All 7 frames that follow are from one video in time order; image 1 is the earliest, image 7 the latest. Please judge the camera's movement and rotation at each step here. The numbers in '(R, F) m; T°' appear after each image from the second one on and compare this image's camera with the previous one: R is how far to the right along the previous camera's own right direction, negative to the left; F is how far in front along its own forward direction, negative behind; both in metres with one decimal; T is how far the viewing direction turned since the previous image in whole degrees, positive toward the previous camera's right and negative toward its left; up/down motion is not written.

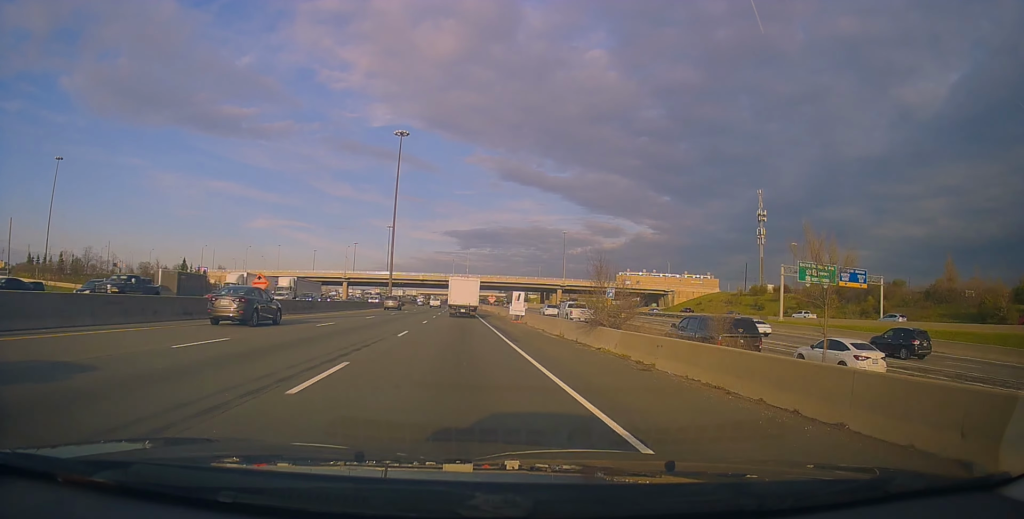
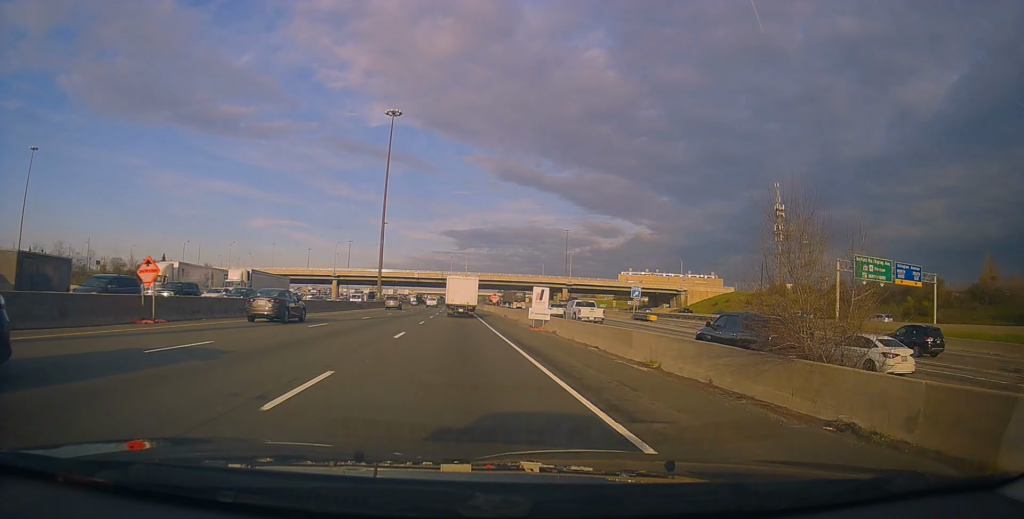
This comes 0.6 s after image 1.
(+0.1, +13.3) m; 0°
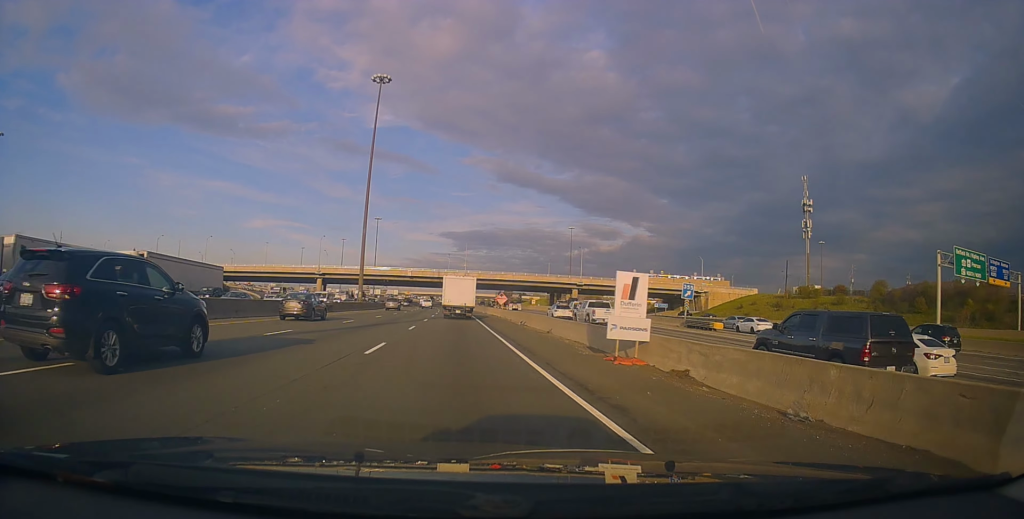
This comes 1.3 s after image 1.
(+0.1, +17.3) m; 0°
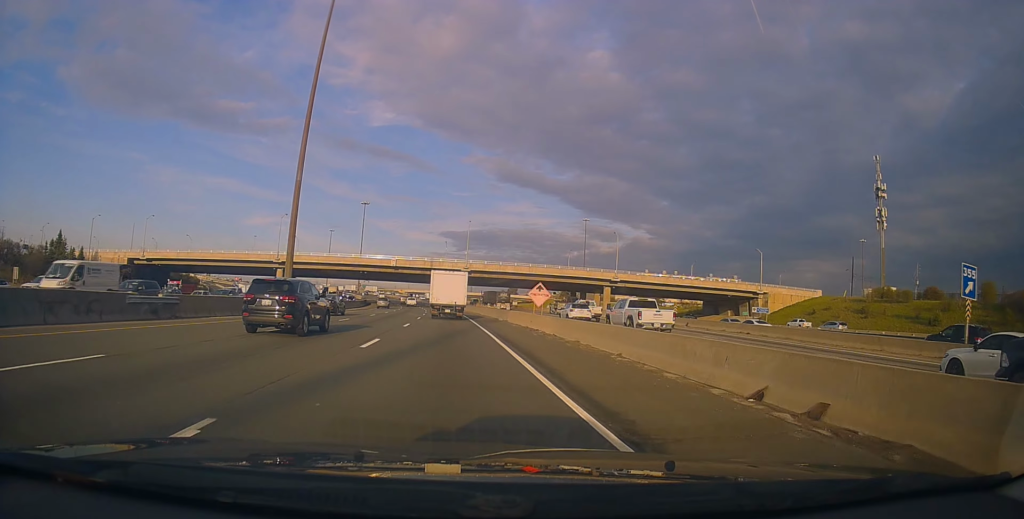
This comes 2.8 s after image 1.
(-0.5, +35.2) m; -1°
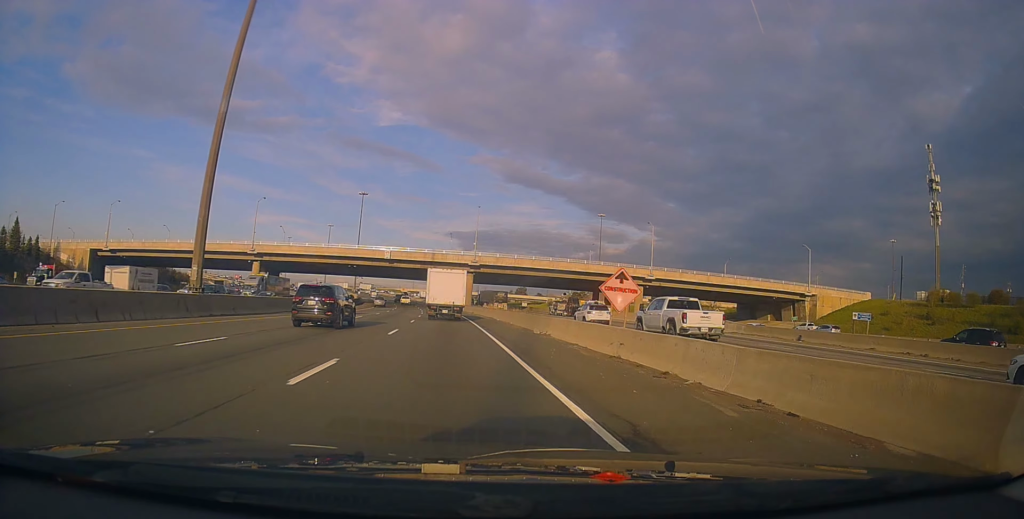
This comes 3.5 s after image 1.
(0.0, +18.6) m; 0°
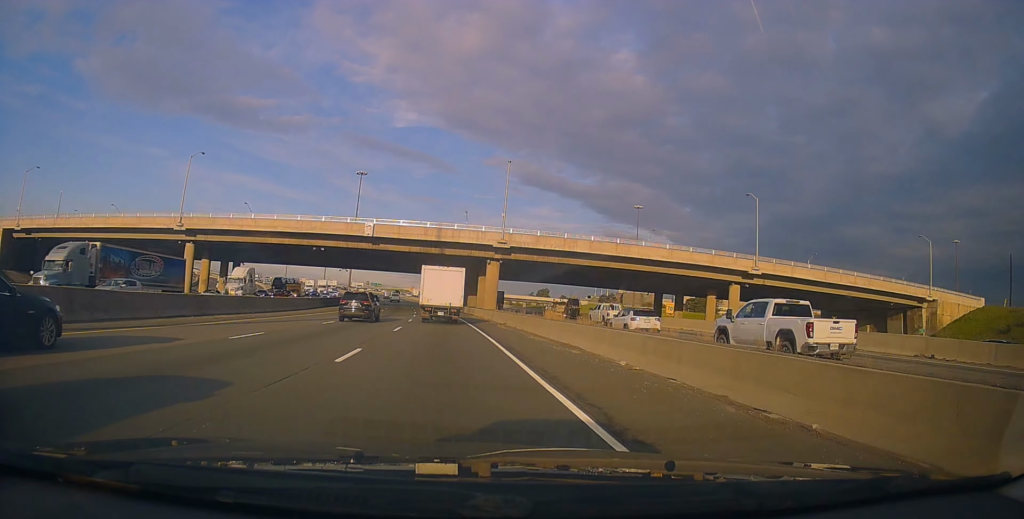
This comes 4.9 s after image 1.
(+0.1, +33.8) m; 0°
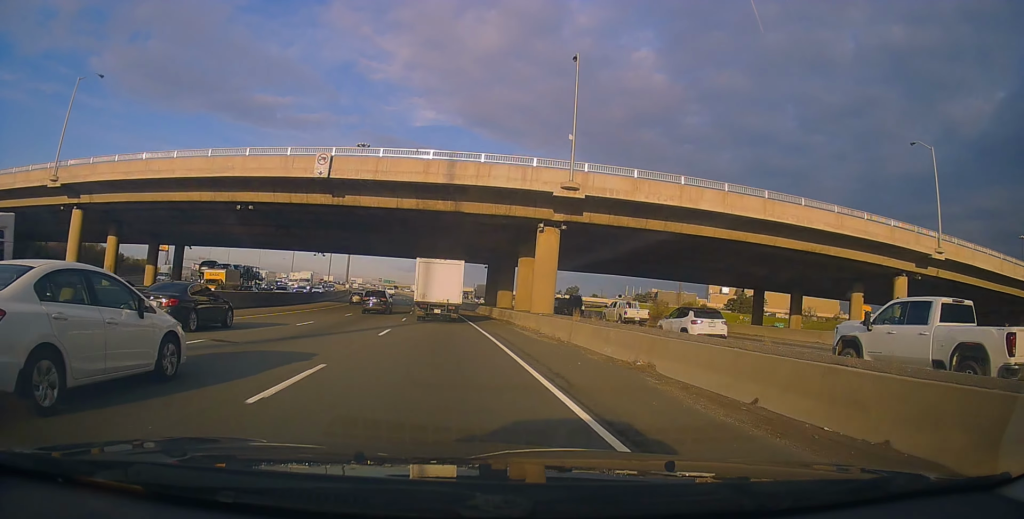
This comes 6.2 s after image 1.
(-0.3, +29.2) m; -2°
